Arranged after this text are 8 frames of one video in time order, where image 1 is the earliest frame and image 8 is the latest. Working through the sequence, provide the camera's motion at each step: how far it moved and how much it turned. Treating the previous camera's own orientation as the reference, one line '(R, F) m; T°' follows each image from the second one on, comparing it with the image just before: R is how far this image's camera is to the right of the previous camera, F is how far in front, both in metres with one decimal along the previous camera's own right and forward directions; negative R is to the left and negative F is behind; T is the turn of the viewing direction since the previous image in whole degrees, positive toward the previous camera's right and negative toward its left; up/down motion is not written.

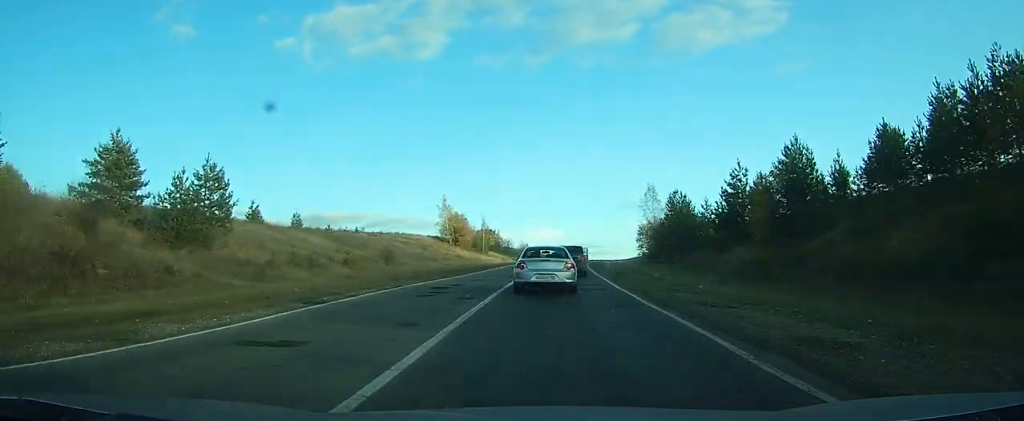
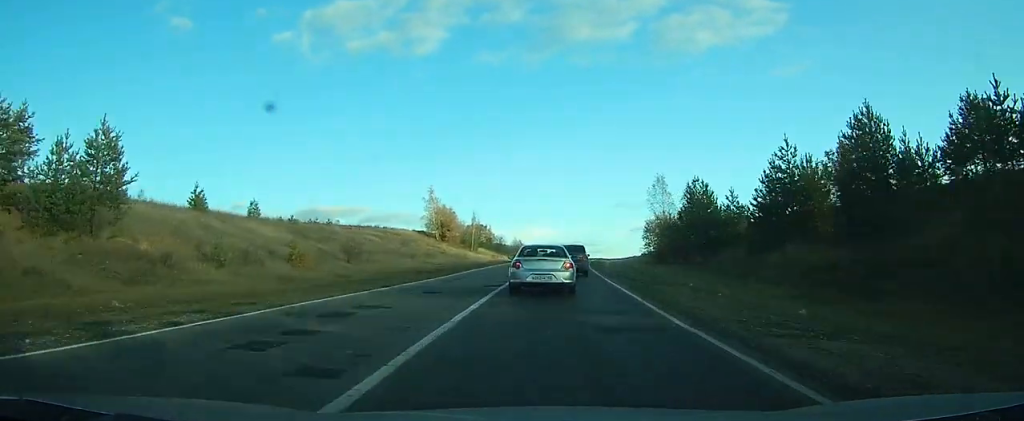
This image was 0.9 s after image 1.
(0.0, +9.6) m; 0°
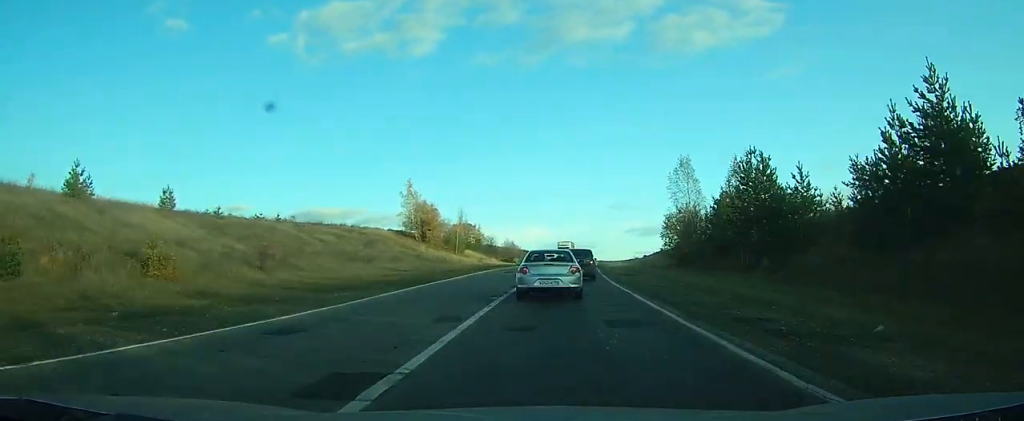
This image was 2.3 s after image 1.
(-0.1, +16.0) m; +2°
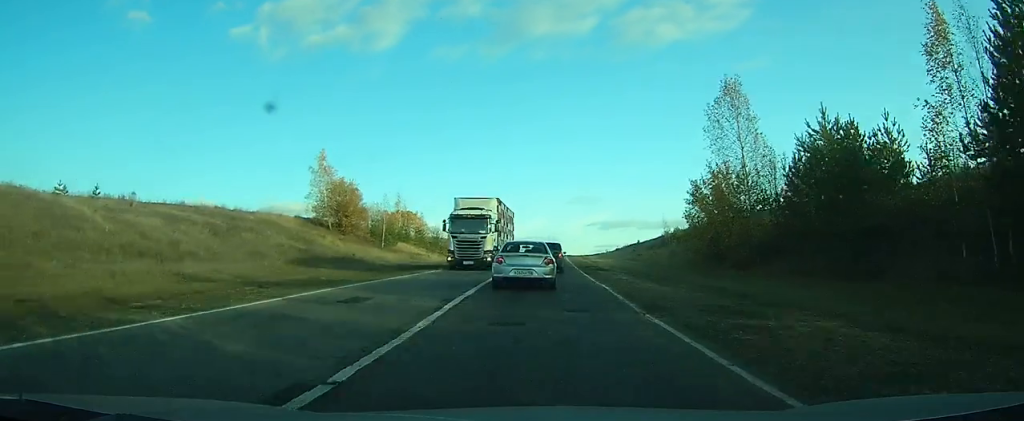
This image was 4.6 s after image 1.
(+0.9, +26.7) m; +3°
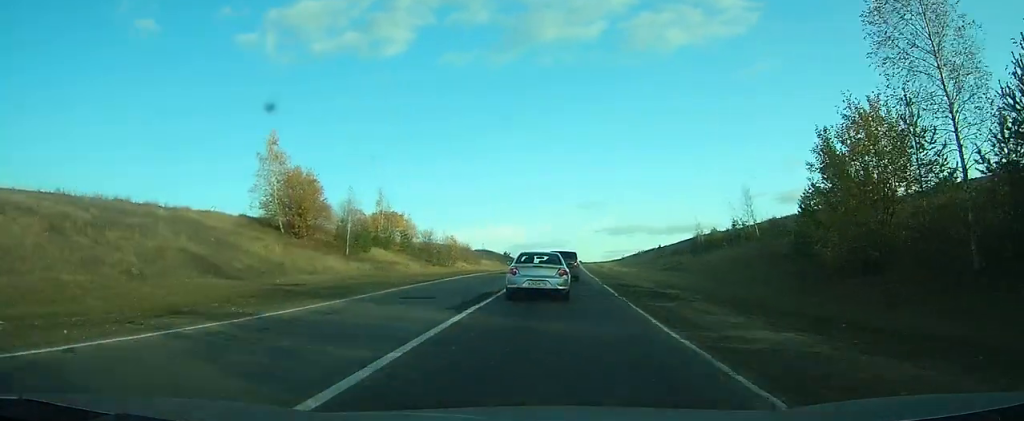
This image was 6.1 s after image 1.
(+0.1, +17.2) m; 0°
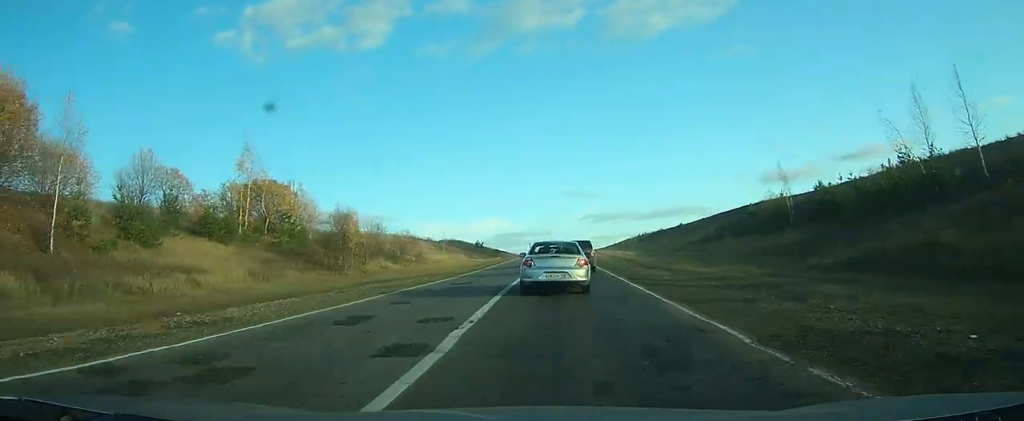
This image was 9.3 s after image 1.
(+0.4, +35.5) m; +1°
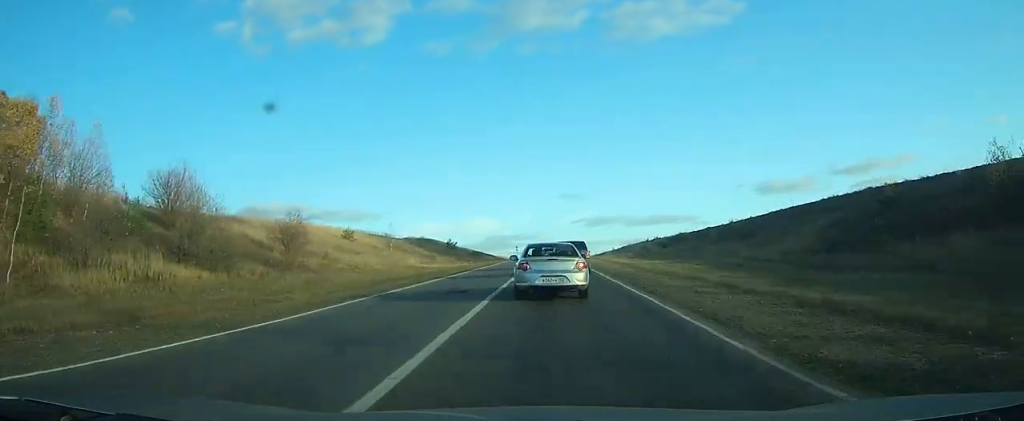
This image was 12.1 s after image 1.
(+0.4, +31.9) m; 0°
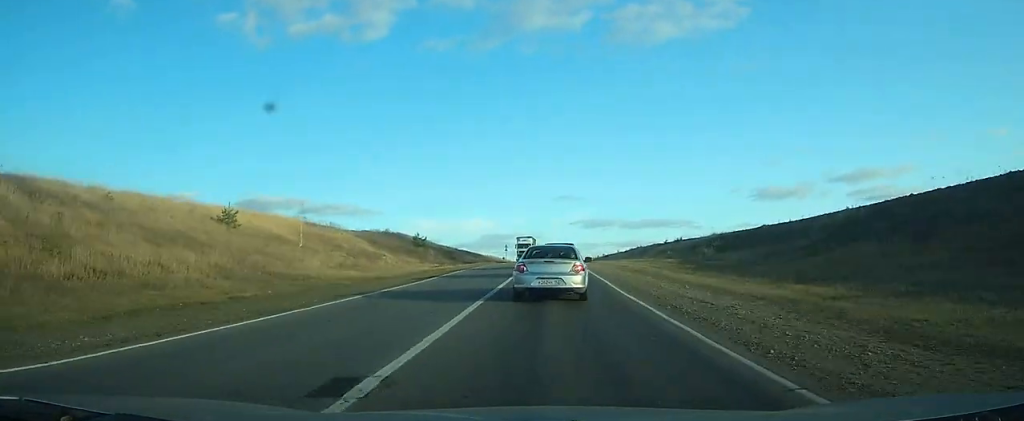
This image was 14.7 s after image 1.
(-0.1, +30.8) m; 0°
